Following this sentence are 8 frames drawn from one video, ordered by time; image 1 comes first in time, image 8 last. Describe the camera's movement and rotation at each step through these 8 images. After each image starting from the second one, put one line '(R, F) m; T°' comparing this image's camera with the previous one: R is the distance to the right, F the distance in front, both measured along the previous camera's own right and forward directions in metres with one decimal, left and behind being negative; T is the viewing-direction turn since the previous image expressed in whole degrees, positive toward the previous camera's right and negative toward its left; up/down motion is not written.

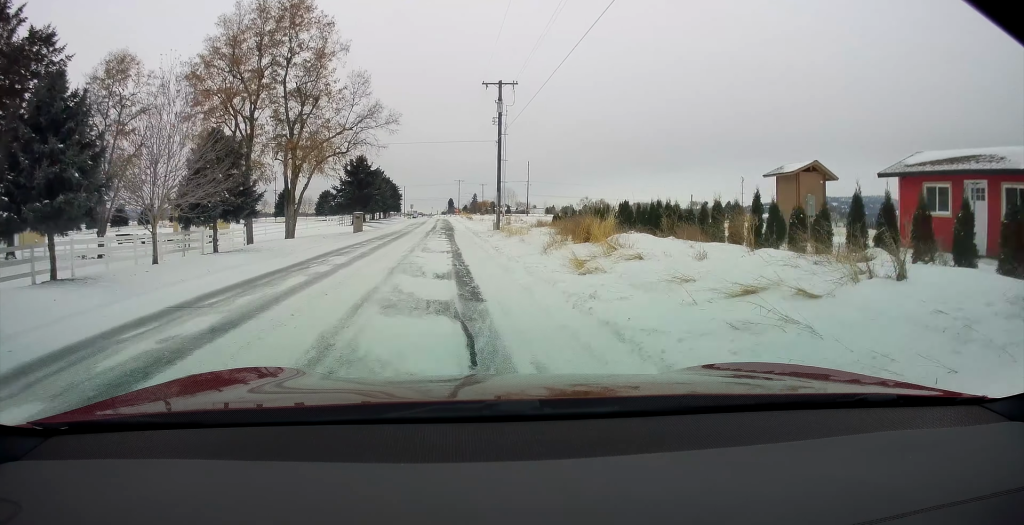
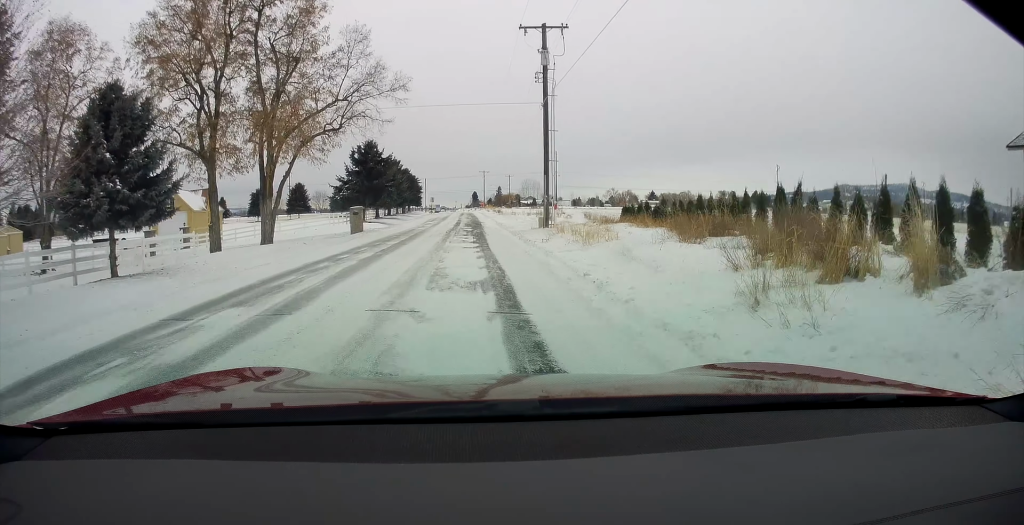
(-0.4, +10.4) m; -2°
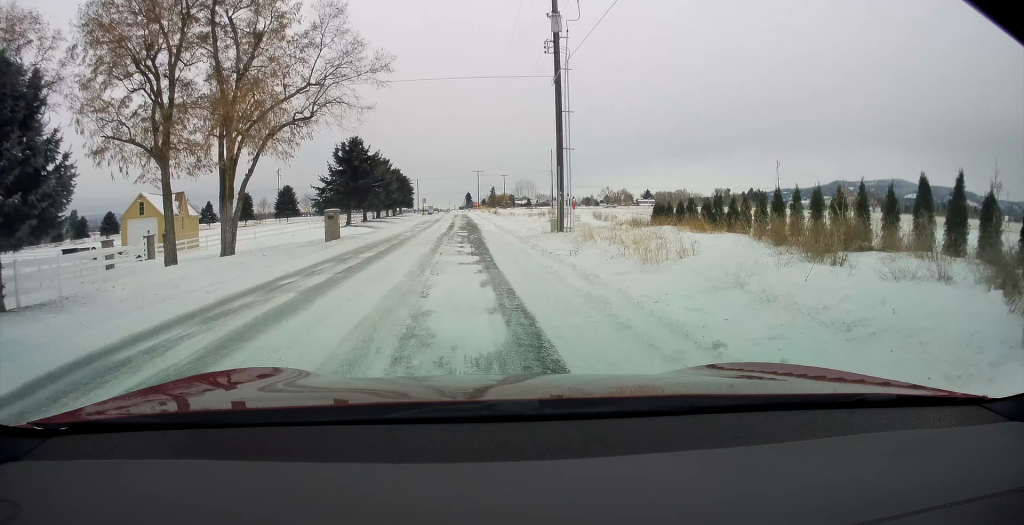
(0.0, +5.0) m; 0°
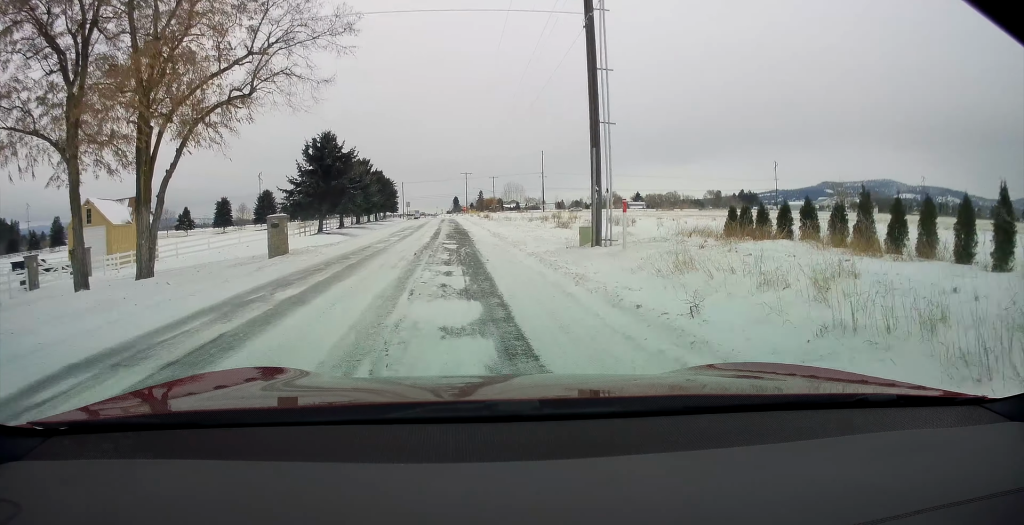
(0.0, +6.9) m; -1°
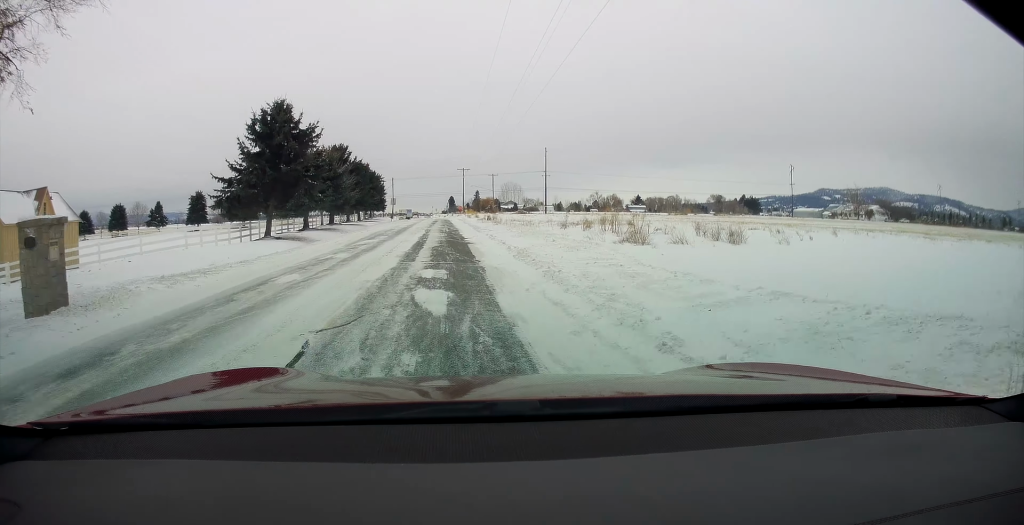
(-0.2, +12.4) m; -2°
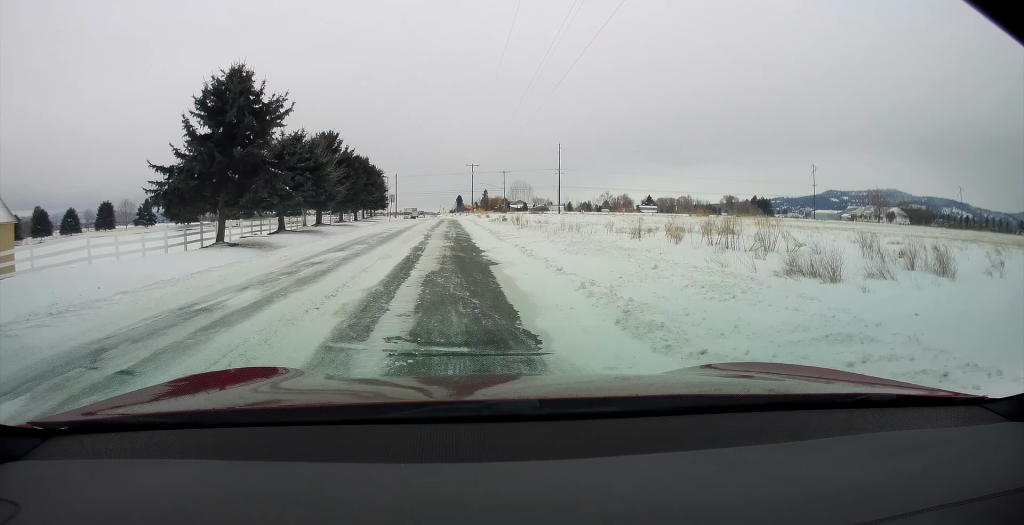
(-0.1, +10.4) m; 0°
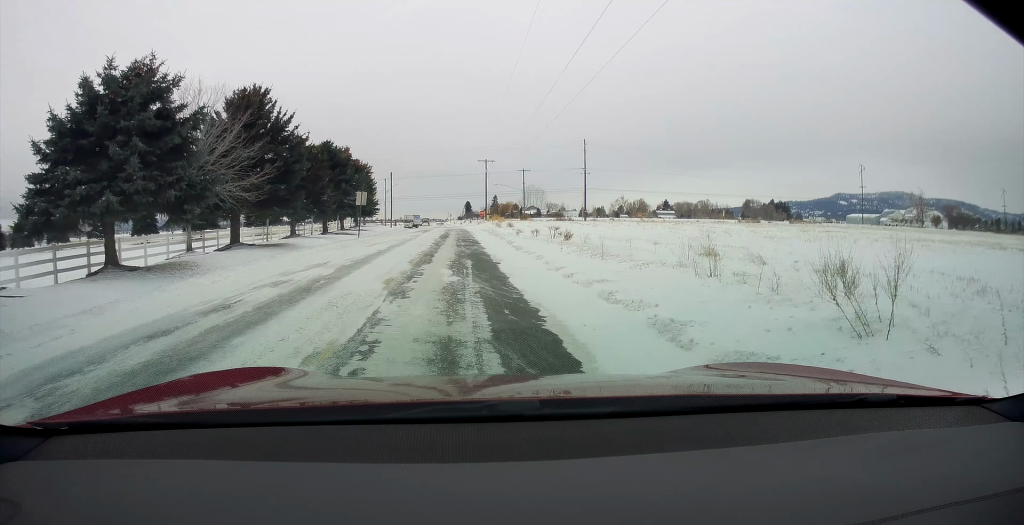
(+0.6, +25.1) m; +4°
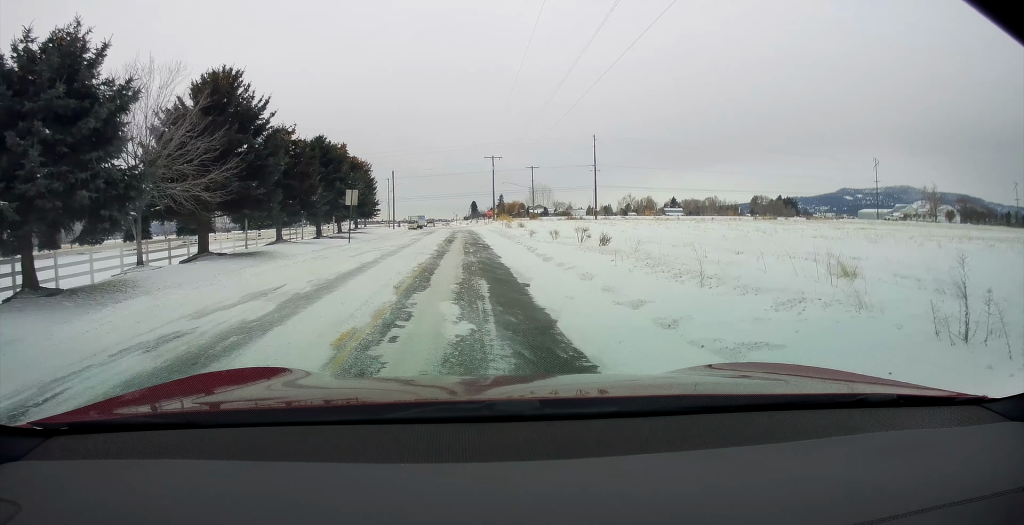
(+0.1, +5.2) m; 0°
